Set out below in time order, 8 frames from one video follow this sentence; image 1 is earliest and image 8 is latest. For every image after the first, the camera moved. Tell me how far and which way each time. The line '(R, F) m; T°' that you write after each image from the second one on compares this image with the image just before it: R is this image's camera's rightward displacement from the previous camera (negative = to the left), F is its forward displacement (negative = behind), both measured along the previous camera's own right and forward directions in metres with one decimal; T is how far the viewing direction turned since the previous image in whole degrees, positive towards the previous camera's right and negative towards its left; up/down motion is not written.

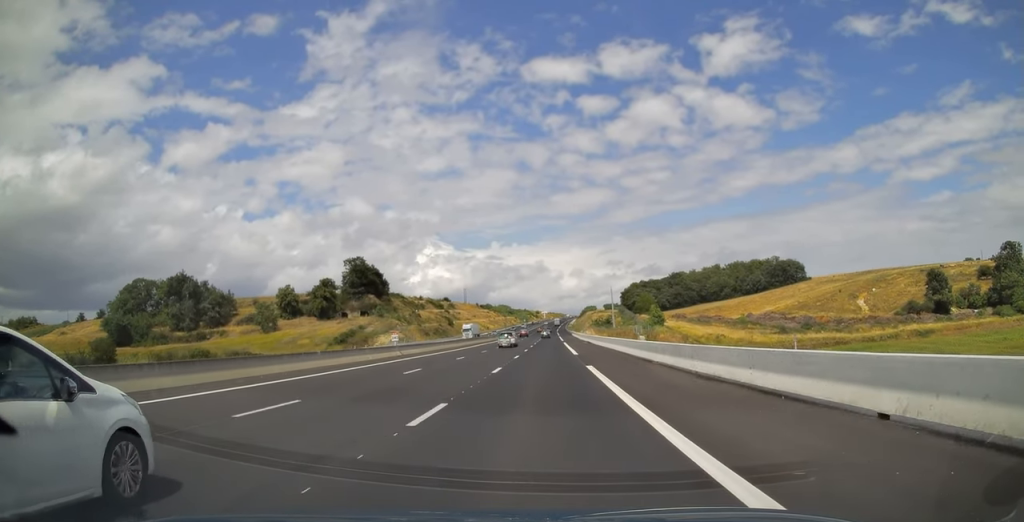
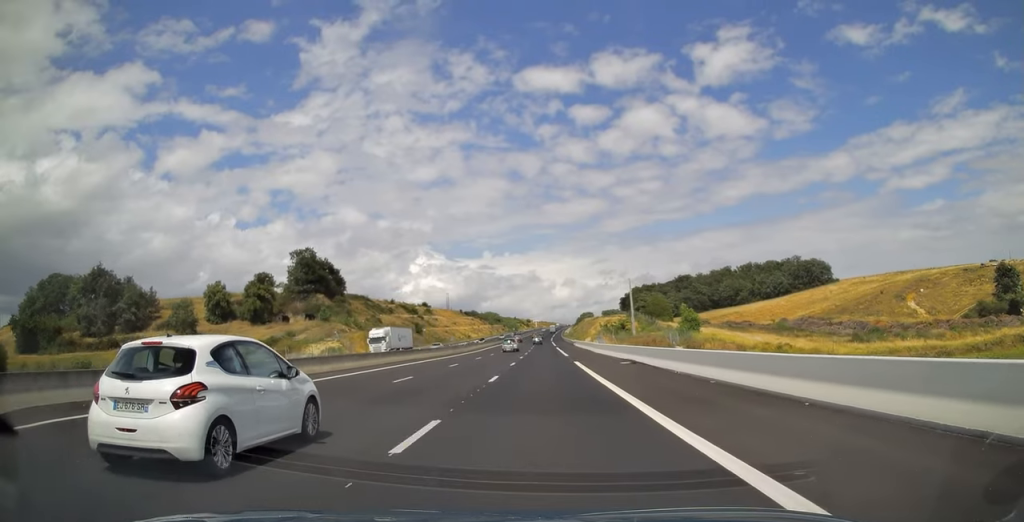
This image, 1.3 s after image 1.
(+0.3, +41.2) m; +1°
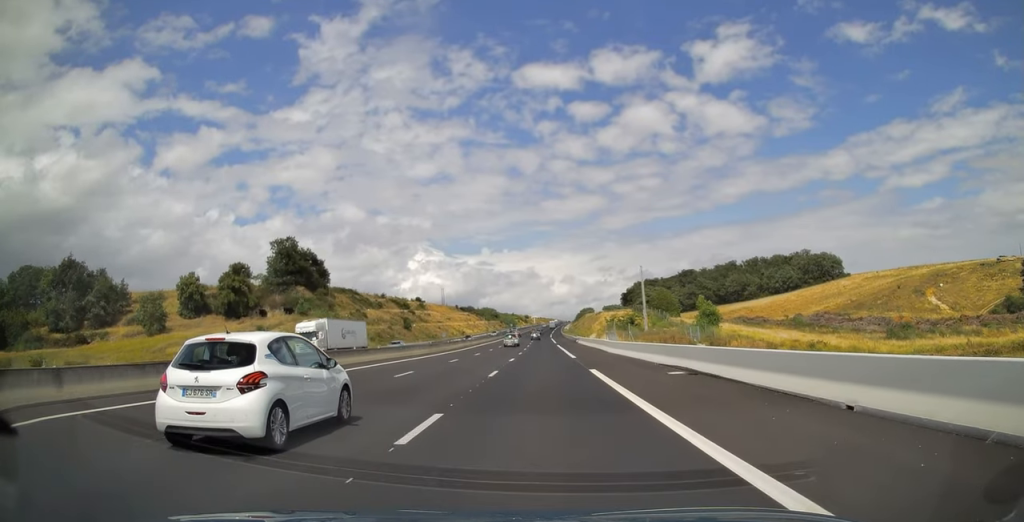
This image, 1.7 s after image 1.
(0.0, +12.8) m; 0°
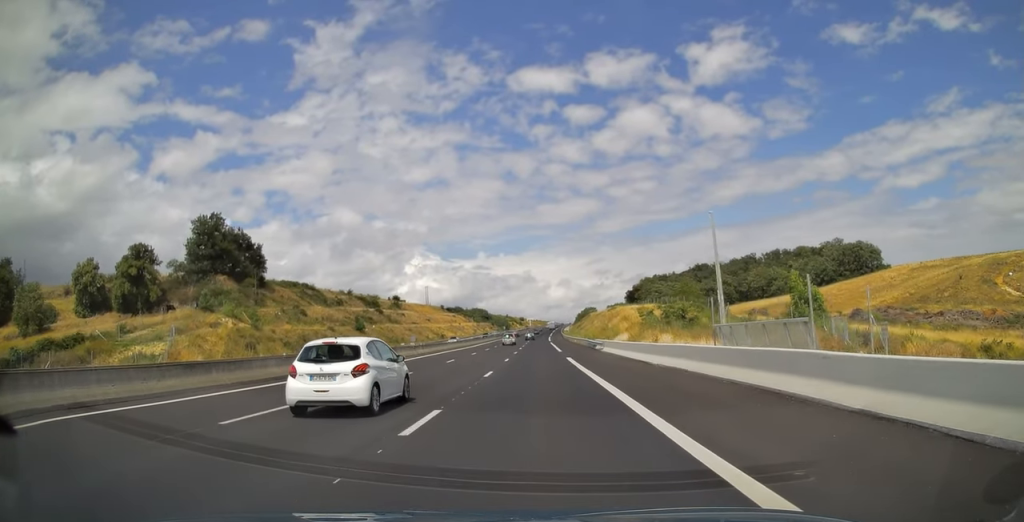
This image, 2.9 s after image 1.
(+0.1, +38.6) m; 0°
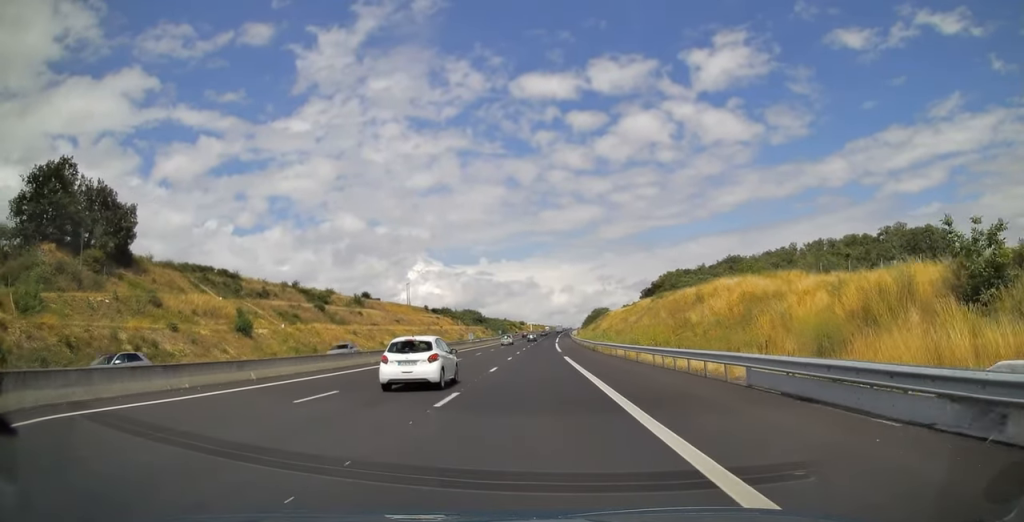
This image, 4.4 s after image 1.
(+0.2, +49.2) m; +1°
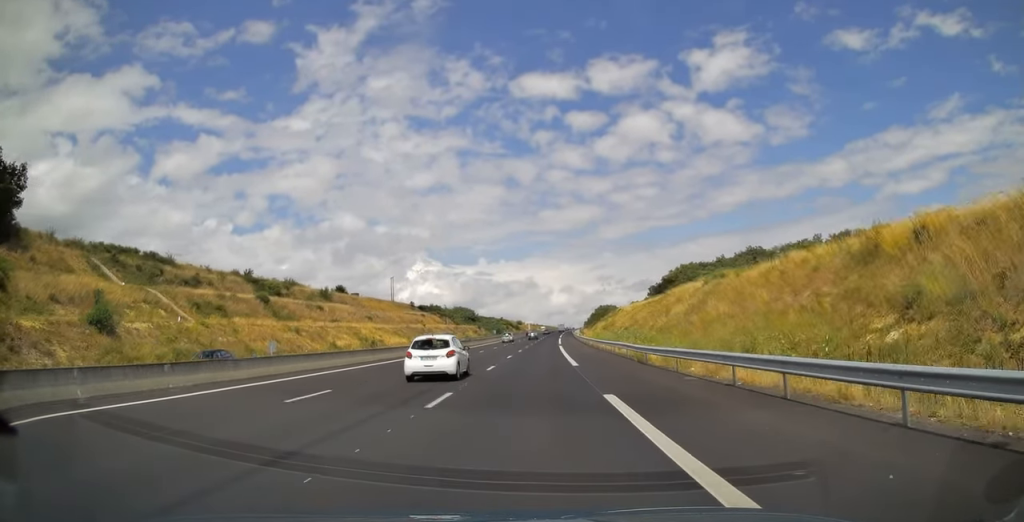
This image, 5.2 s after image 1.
(+0.2, +26.6) m; 0°
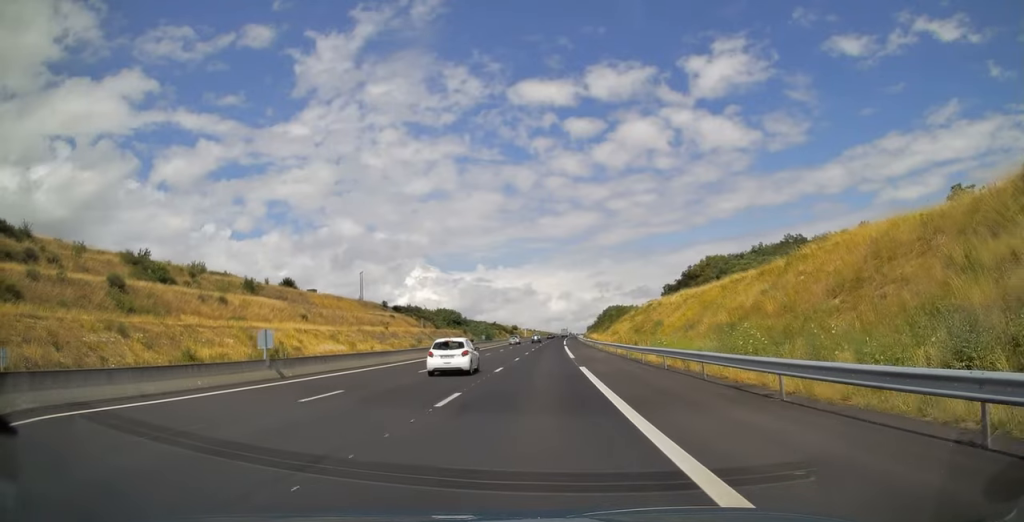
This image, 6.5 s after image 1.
(-0.3, +38.8) m; 0°
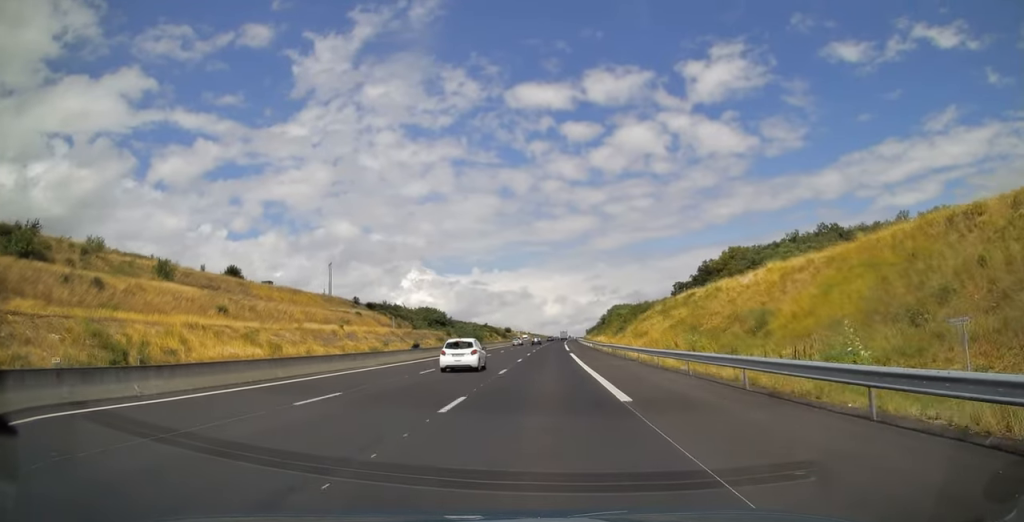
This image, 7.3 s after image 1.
(0.0, +27.1) m; +1°
